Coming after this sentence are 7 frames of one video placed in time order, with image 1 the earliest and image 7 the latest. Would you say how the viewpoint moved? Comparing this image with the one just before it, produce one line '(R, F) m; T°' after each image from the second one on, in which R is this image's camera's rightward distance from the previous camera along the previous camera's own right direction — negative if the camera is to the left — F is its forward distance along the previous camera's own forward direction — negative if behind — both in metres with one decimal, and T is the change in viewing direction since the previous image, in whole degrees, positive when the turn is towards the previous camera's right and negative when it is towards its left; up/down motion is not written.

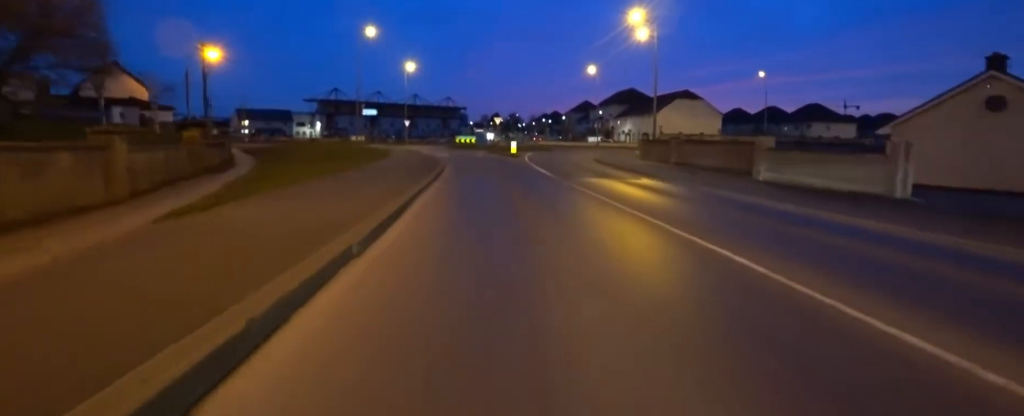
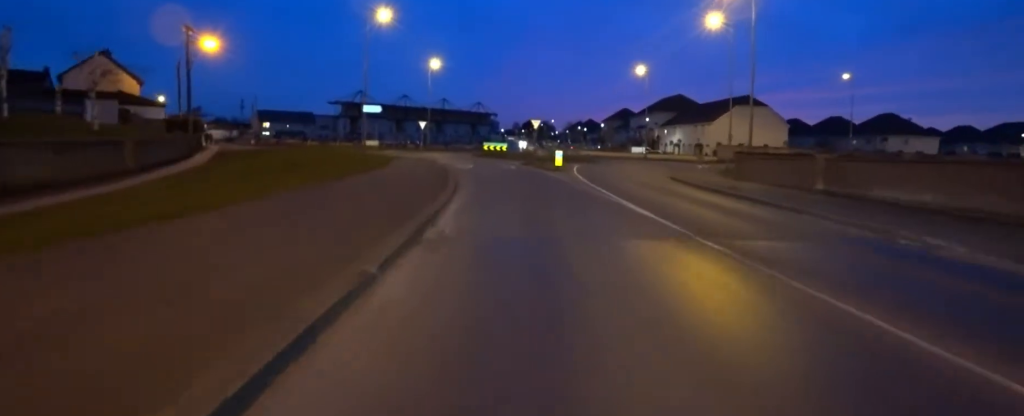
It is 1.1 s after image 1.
(+0.2, +8.2) m; 0°
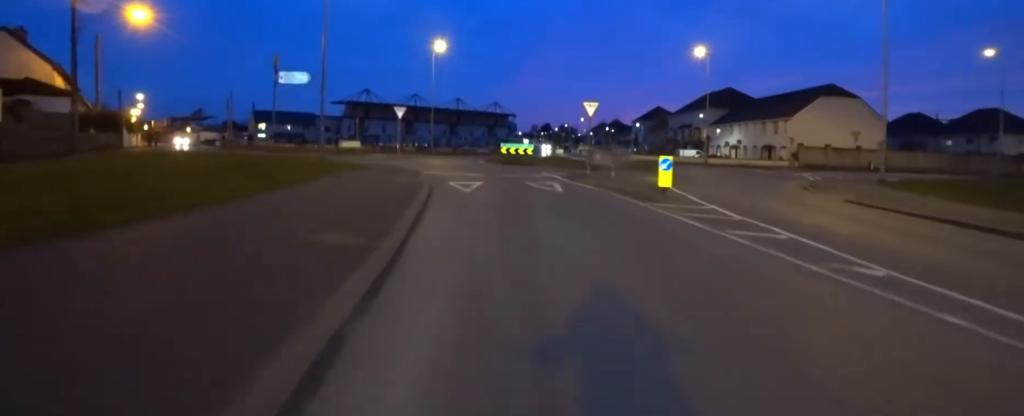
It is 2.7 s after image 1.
(-1.2, +12.5) m; -11°
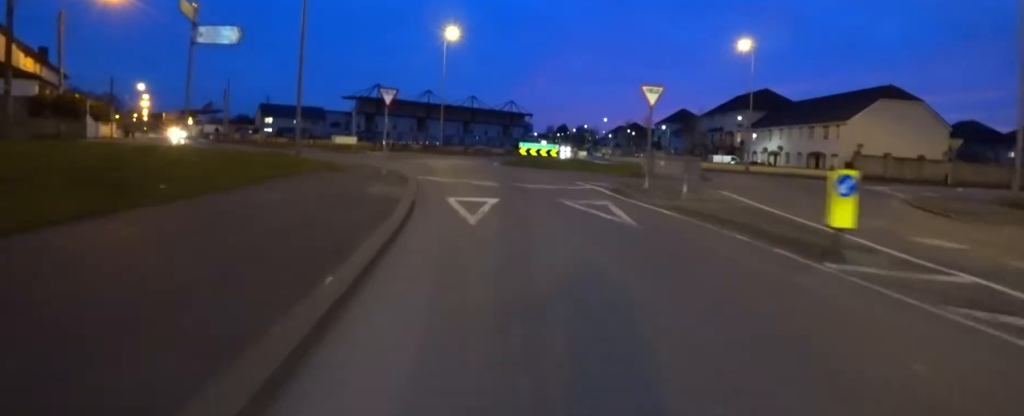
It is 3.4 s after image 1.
(+0.1, +5.1) m; -2°
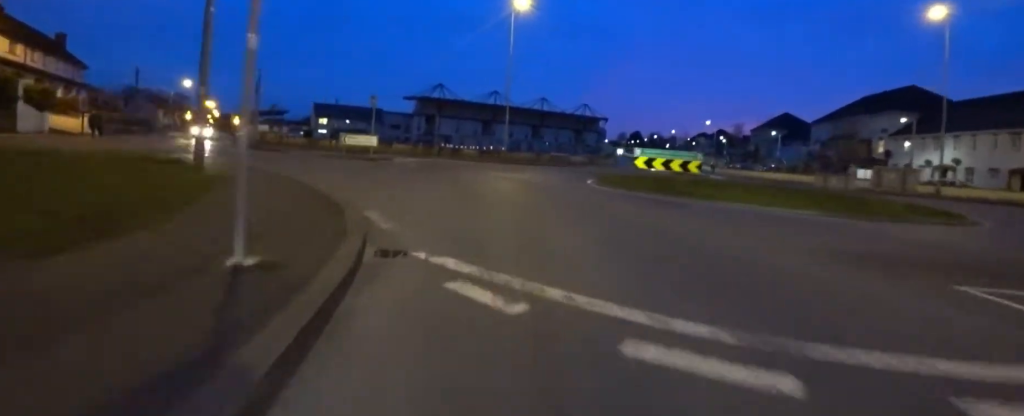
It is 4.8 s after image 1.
(-0.2, +10.9) m; +5°
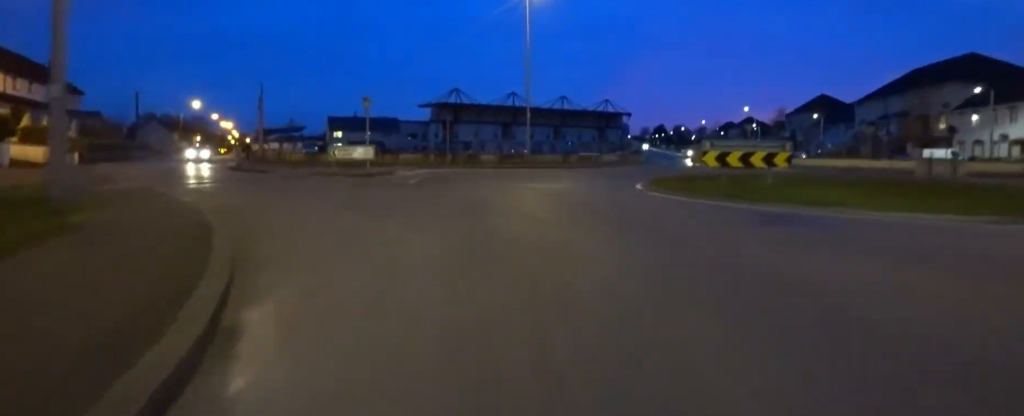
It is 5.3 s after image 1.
(-0.1, +3.8) m; +7°
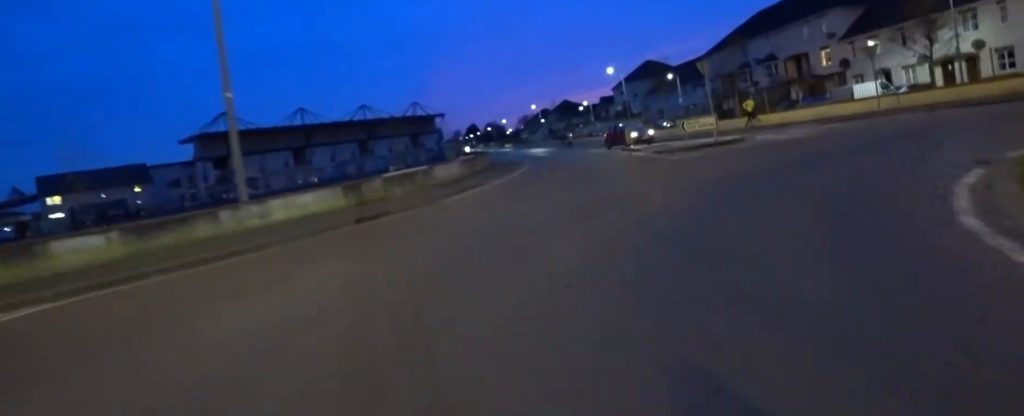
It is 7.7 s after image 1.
(+3.7, +17.8) m; +13°
